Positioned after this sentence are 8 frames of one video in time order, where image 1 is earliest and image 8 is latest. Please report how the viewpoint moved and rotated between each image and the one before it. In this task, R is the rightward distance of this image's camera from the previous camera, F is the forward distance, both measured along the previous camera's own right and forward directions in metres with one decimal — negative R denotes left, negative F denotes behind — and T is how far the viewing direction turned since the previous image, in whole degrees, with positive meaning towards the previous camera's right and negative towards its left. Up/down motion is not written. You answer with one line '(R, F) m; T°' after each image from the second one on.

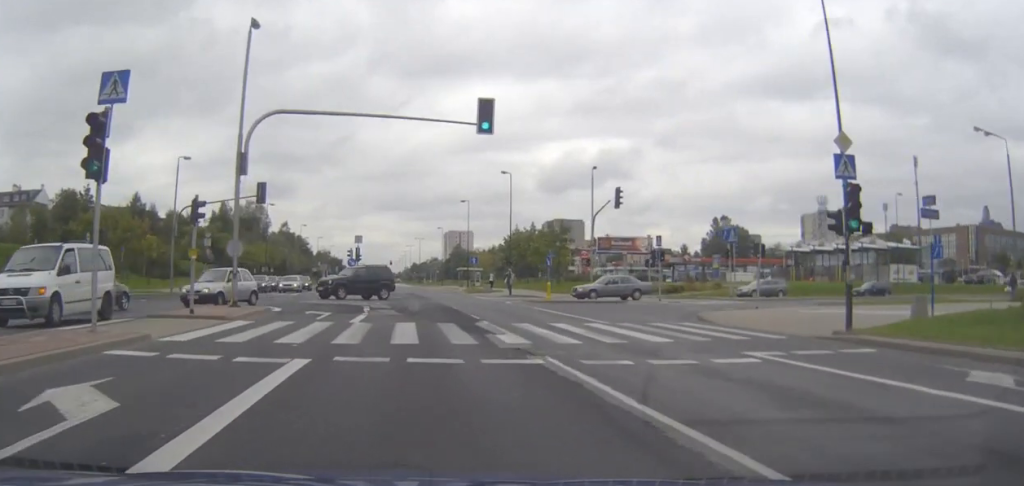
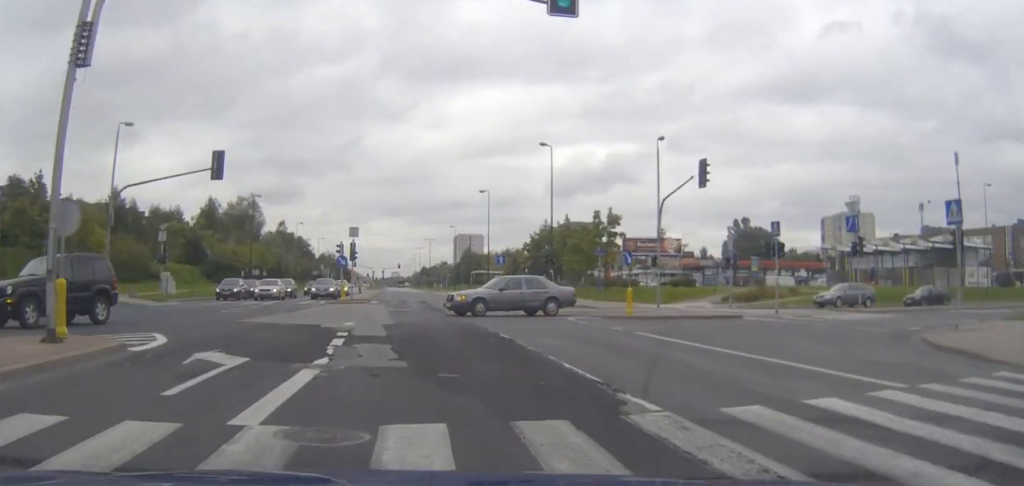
(0.0, +14.3) m; 0°
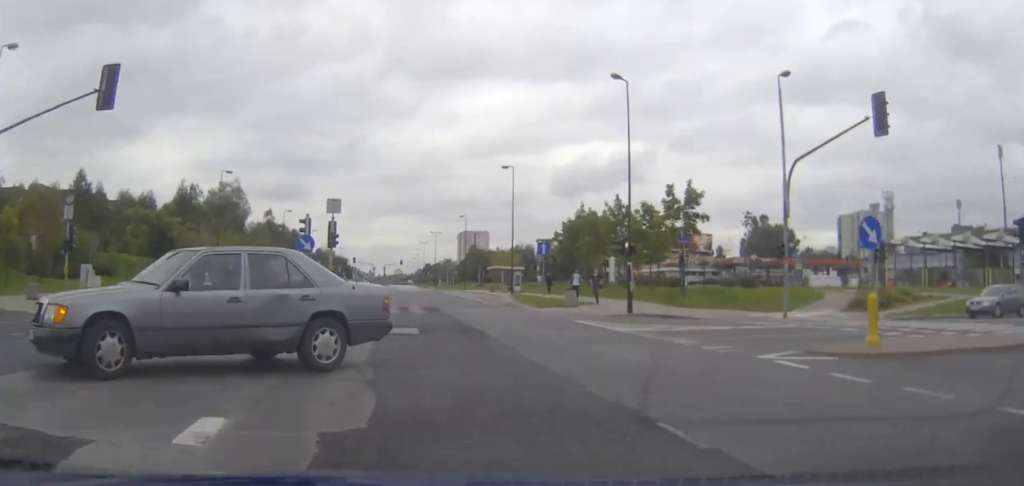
(0.0, +15.6) m; -1°
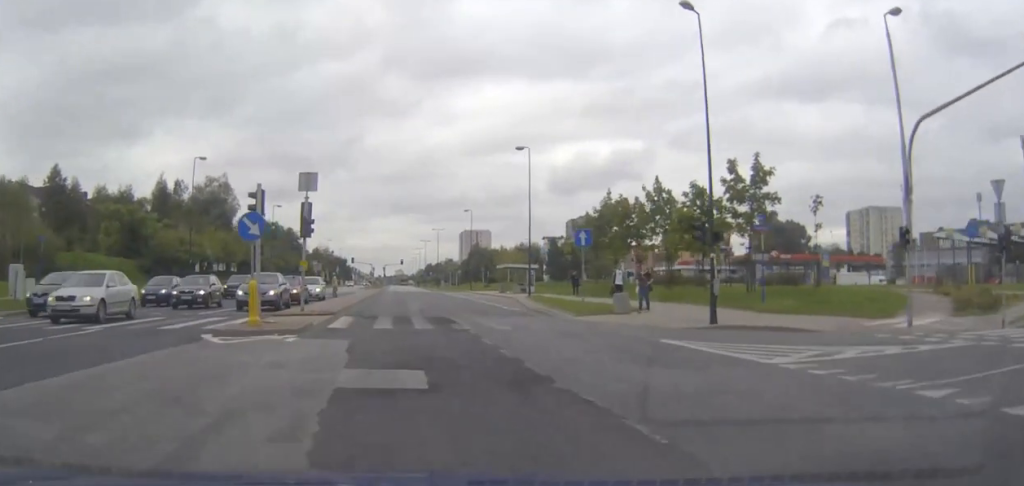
(-0.1, +8.8) m; 0°
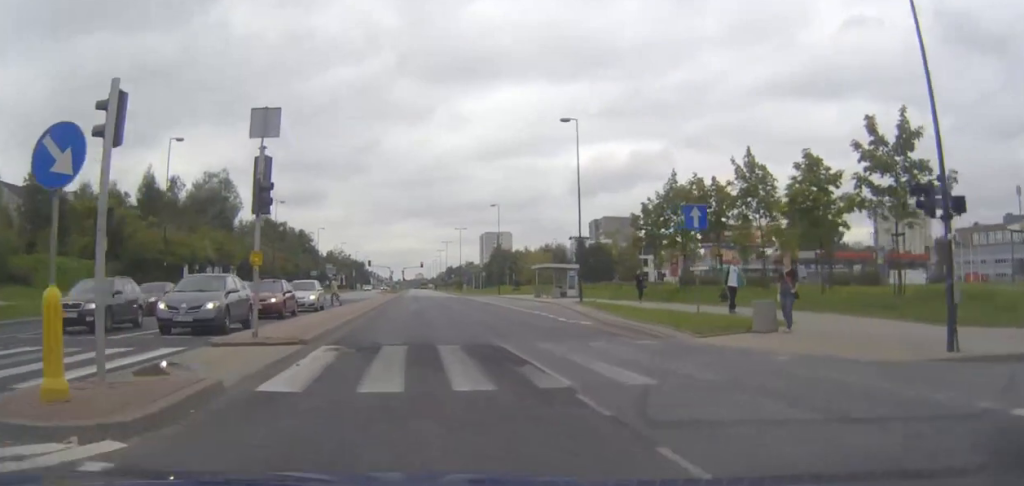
(-0.1, +10.3) m; 0°
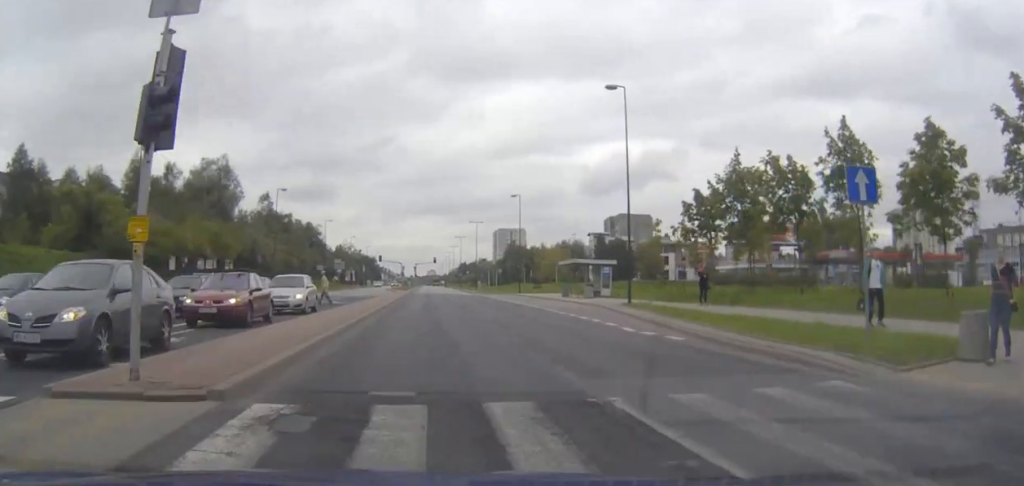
(0.0, +7.4) m; 0°
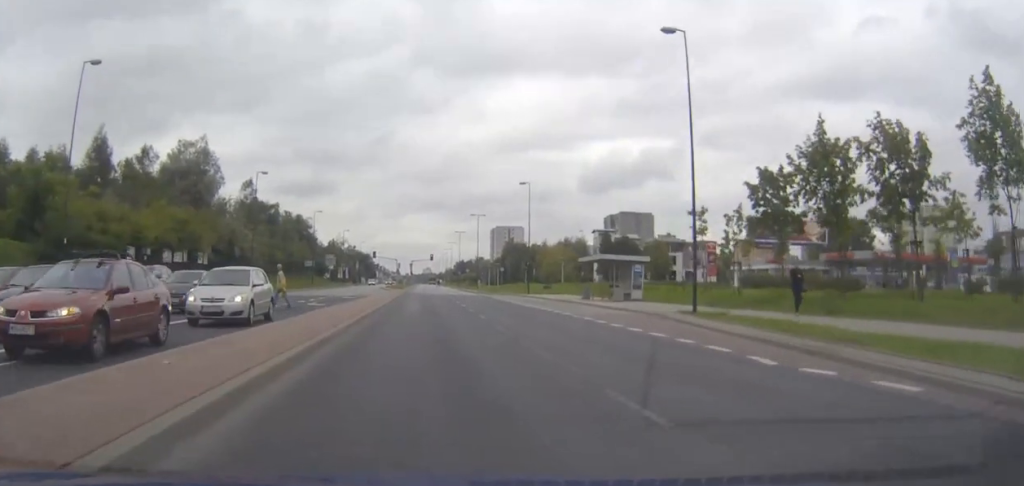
(0.0, +8.6) m; 0°
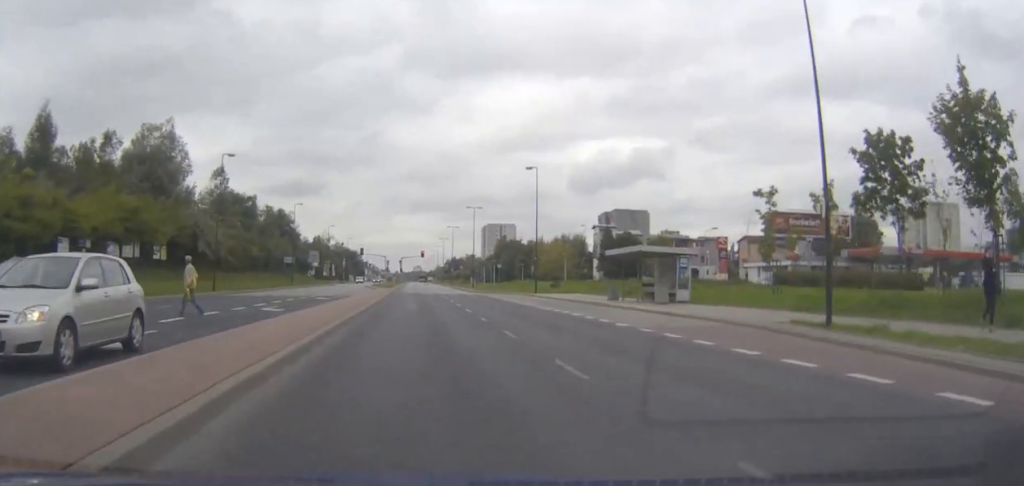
(0.0, +9.6) m; 0°
